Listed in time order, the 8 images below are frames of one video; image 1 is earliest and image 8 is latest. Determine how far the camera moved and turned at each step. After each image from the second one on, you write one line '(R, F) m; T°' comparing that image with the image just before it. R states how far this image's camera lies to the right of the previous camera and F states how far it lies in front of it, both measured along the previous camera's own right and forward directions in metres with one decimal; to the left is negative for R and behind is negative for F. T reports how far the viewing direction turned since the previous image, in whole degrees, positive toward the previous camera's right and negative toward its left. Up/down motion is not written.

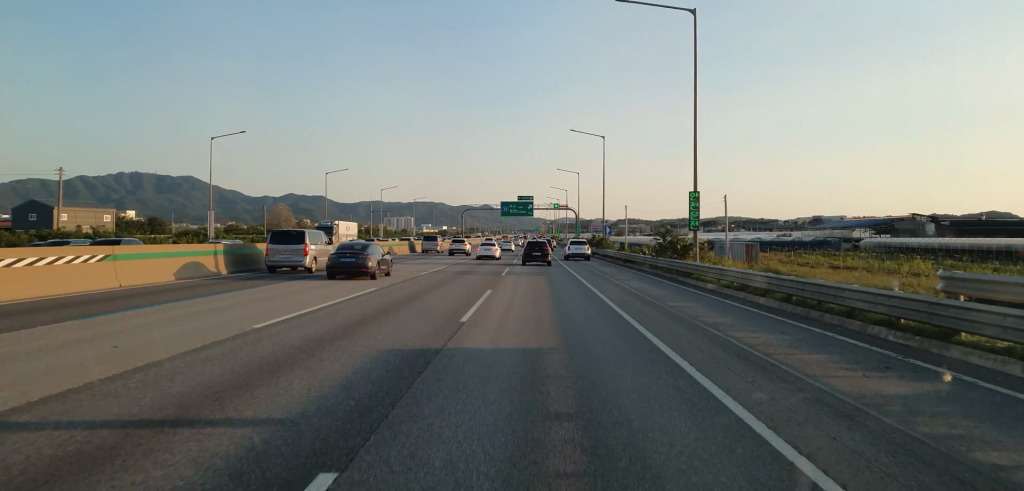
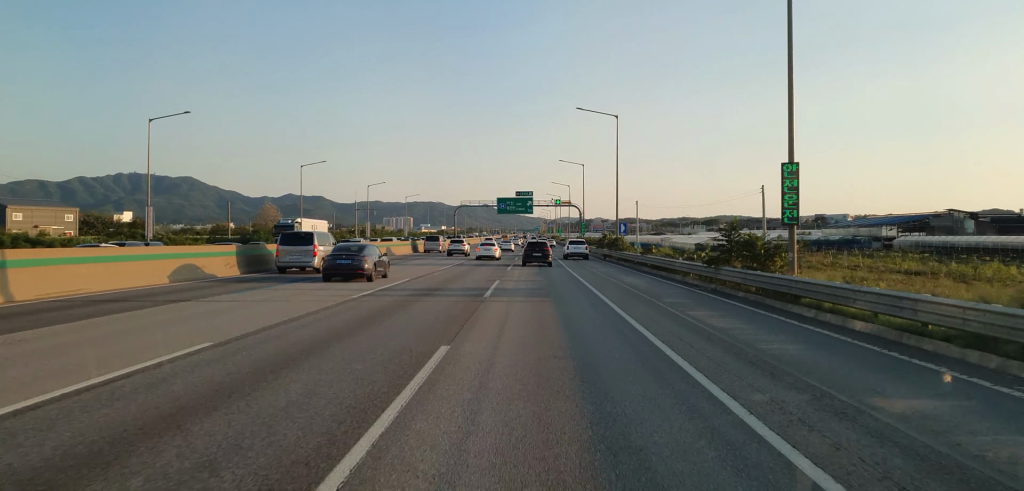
(0.0, +12.9) m; 0°
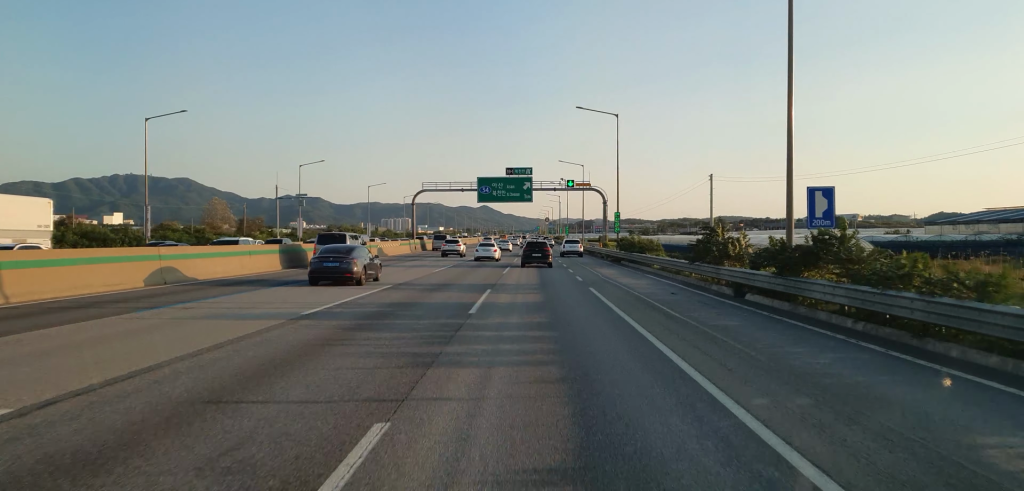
(-0.5, +44.5) m; 0°
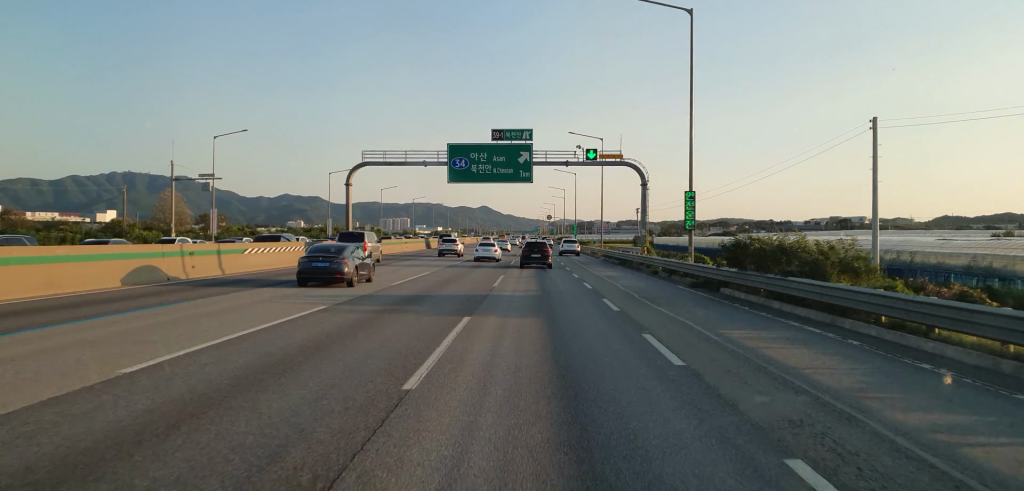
(+0.4, +29.8) m; 0°
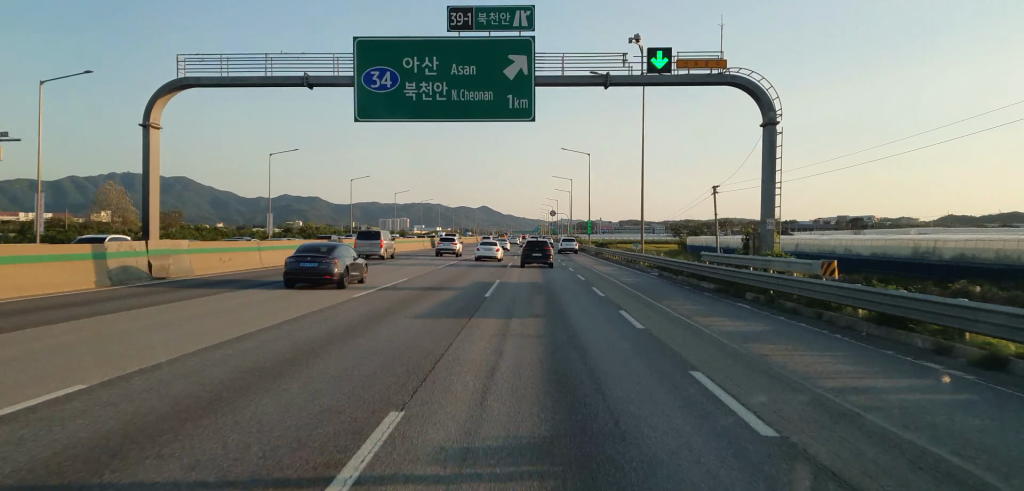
(-0.3, +28.8) m; -1°
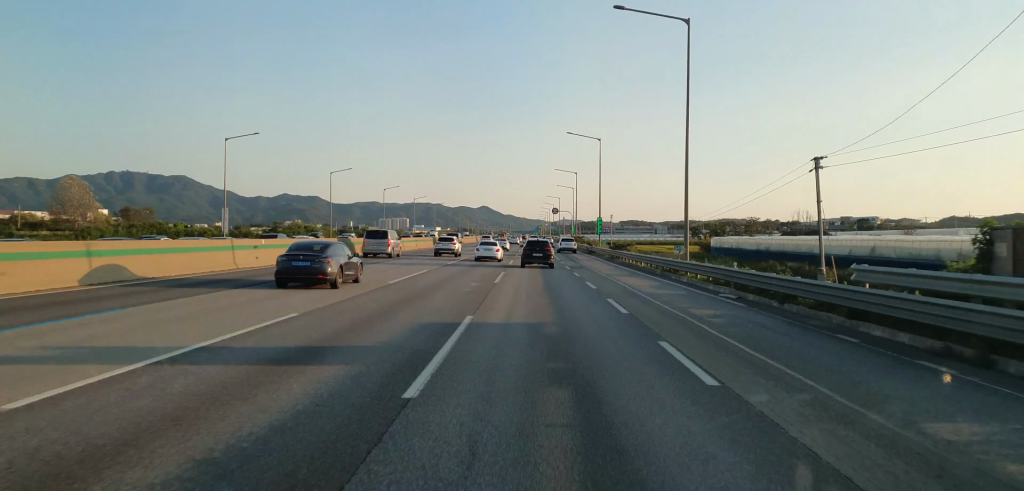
(-0.1, +14.4) m; 0°
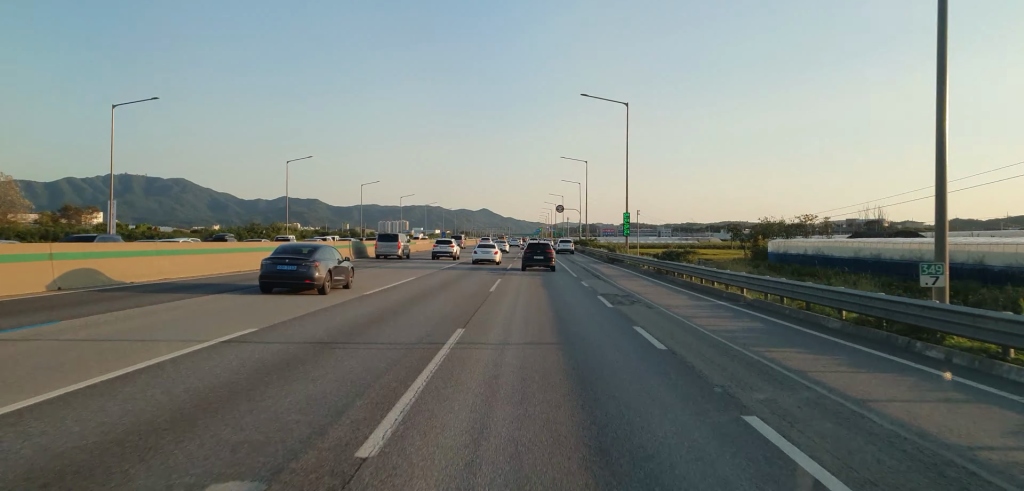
(+0.3, +22.8) m; +1°
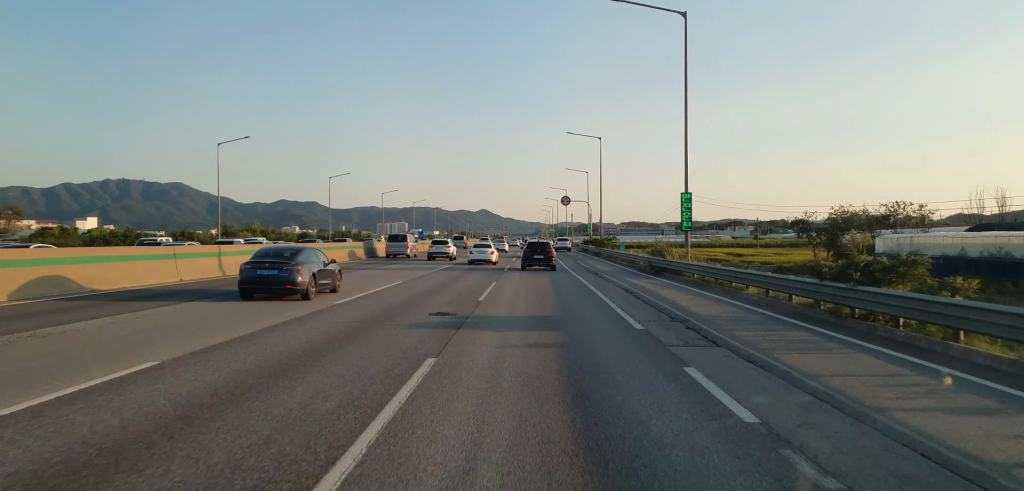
(0.0, +22.6) m; 0°
